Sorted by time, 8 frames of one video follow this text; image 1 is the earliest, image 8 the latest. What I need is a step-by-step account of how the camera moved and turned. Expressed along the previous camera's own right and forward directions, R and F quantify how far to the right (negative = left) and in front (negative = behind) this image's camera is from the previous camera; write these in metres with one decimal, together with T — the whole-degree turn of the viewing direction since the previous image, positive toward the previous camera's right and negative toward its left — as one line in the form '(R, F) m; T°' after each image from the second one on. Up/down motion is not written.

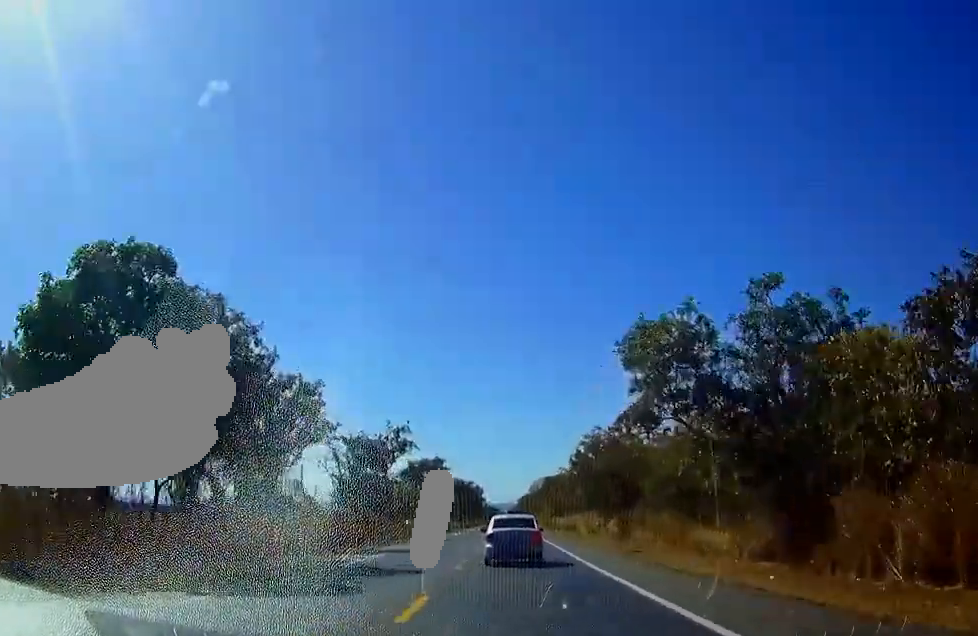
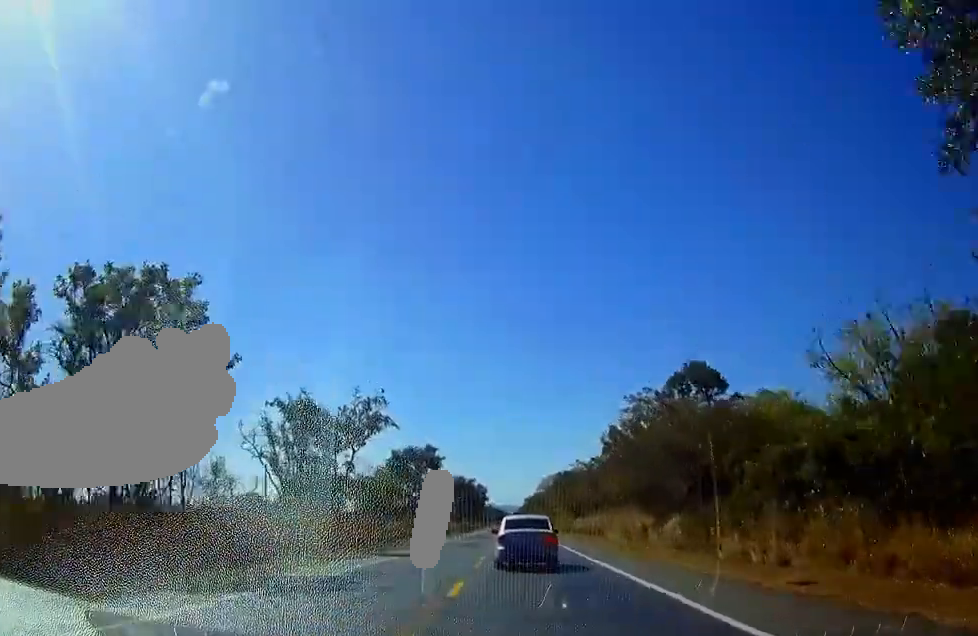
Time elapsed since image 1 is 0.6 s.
(0.0, +19.5) m; 0°
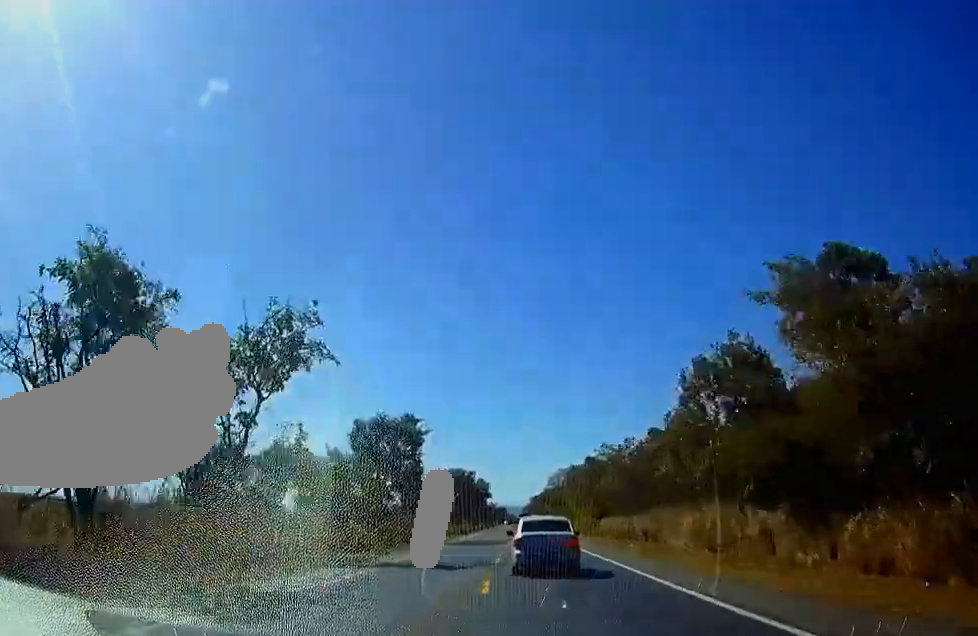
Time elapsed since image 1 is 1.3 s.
(0.0, +23.9) m; 0°
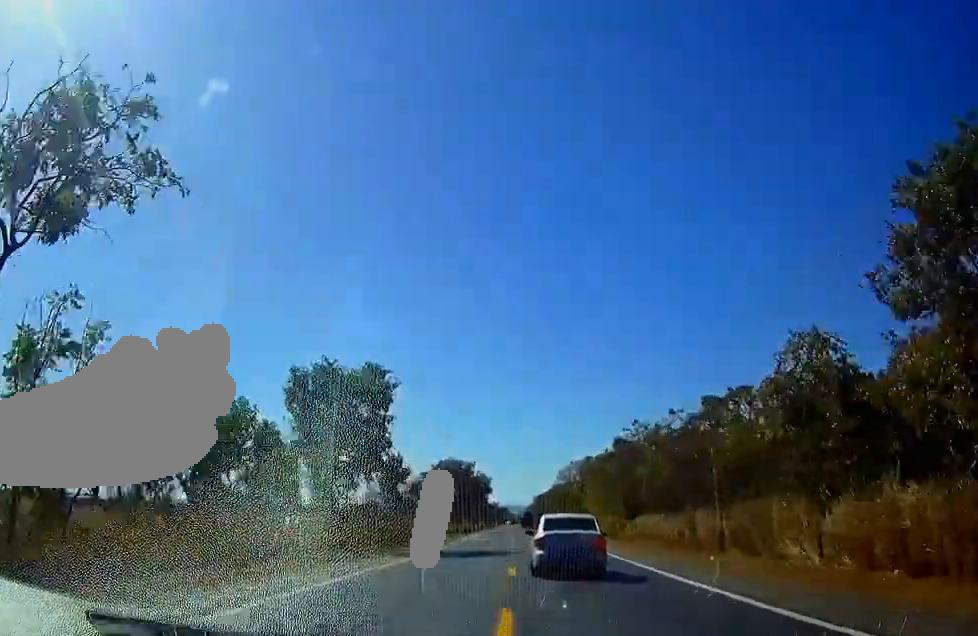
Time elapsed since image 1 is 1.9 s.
(0.0, +17.5) m; 0°
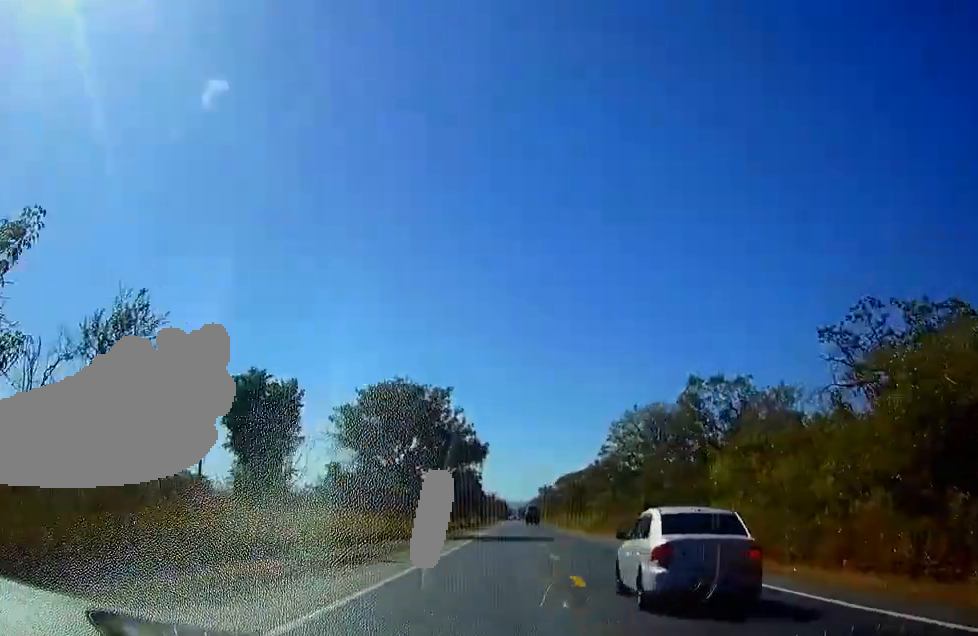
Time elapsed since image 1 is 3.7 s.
(-0.2, +62.6) m; 0°
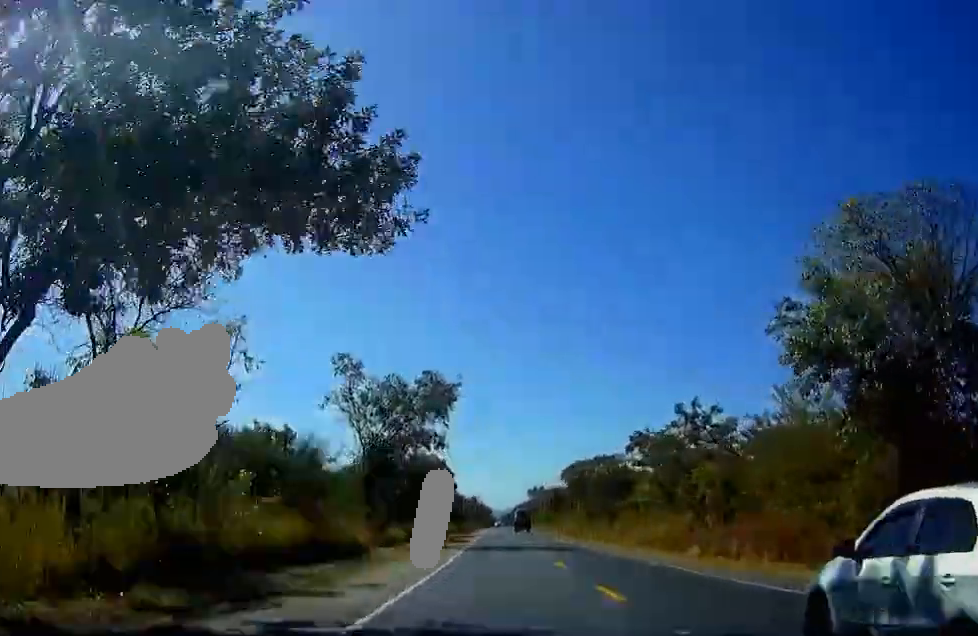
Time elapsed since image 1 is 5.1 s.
(0.0, +48.4) m; 0°
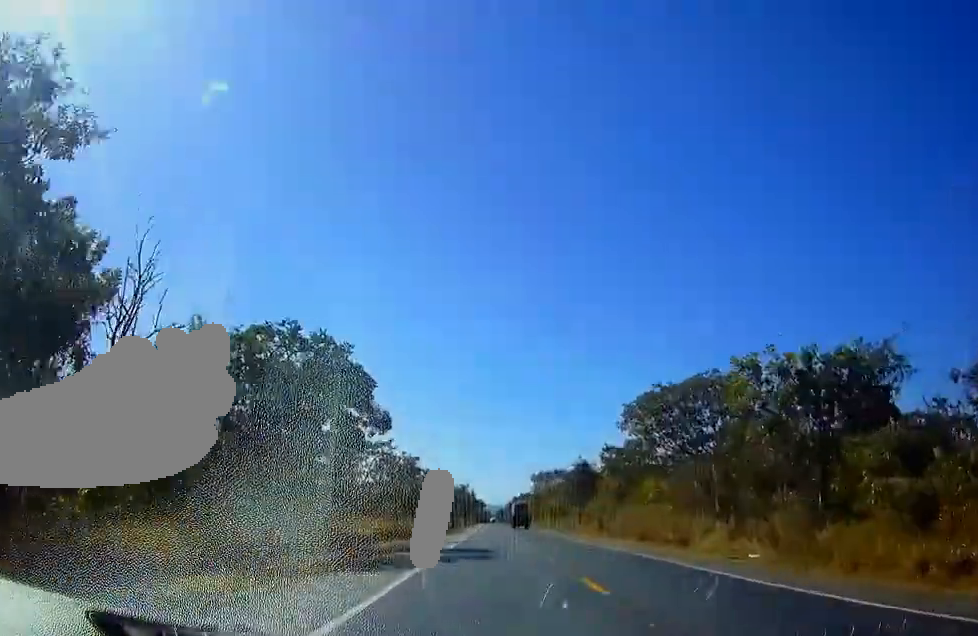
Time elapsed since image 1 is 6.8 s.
(+0.5, +59.0) m; +1°
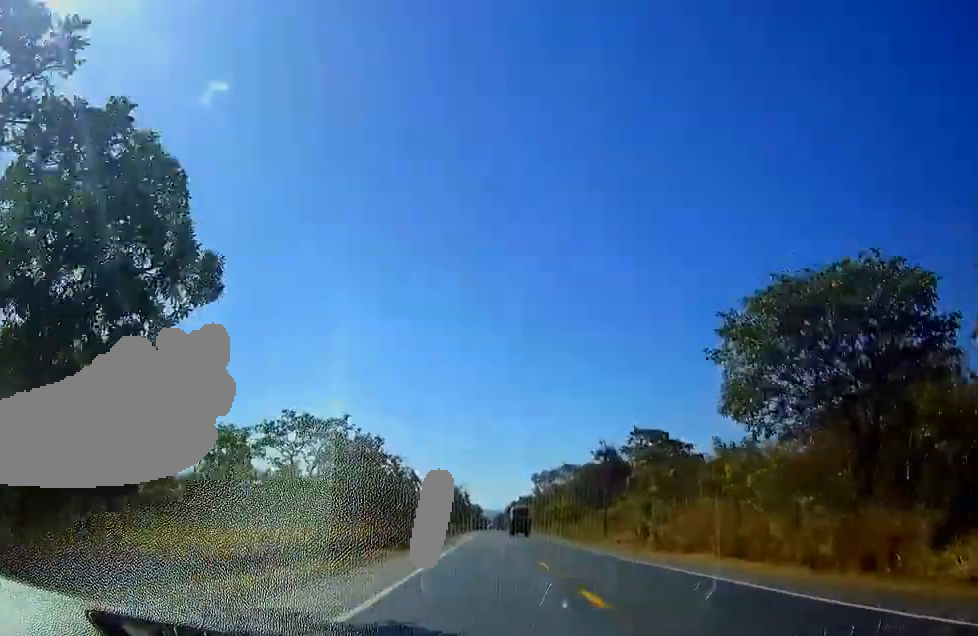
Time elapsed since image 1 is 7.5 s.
(+0.1, +25.0) m; 0°
